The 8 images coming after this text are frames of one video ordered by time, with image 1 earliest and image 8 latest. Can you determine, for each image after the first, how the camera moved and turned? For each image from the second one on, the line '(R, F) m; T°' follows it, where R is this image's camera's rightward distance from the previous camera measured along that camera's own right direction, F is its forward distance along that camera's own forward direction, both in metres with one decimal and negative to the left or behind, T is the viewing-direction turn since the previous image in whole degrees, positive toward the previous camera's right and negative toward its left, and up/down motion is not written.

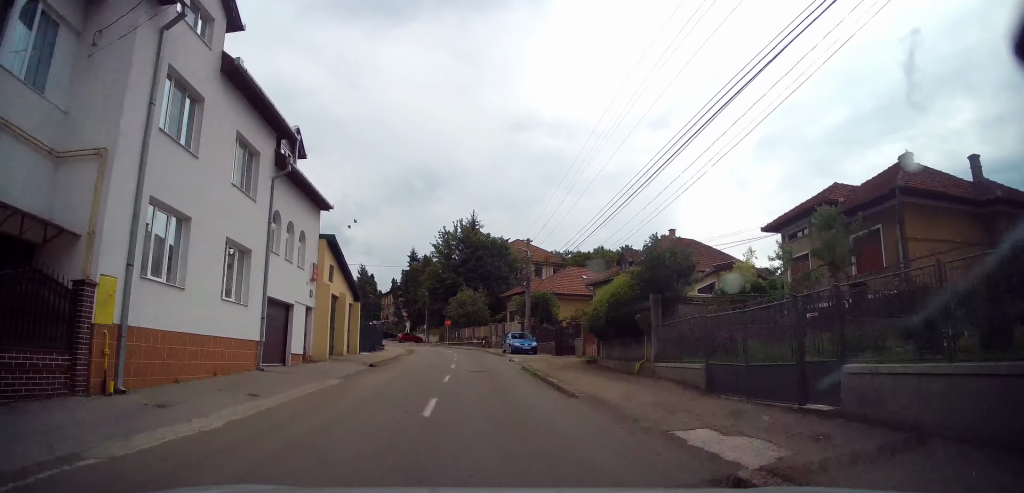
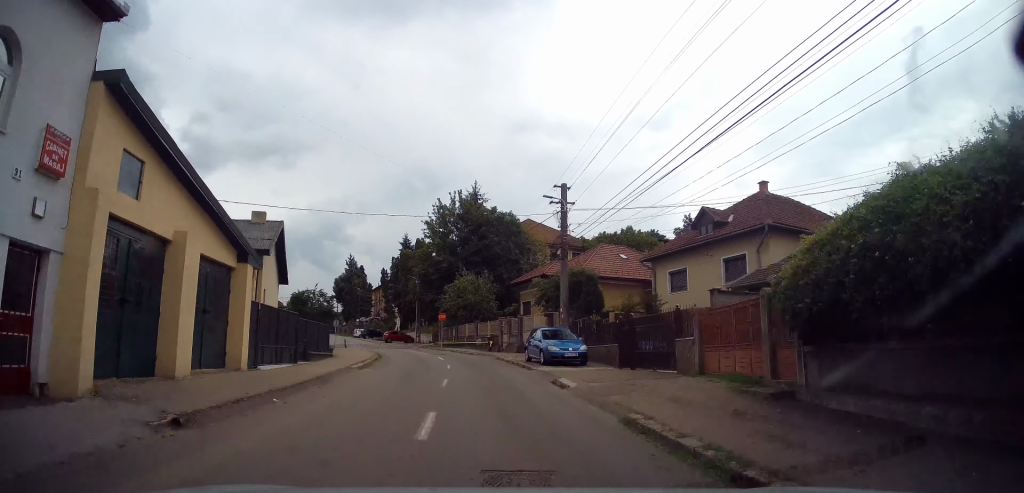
(0.0, +14.8) m; 0°
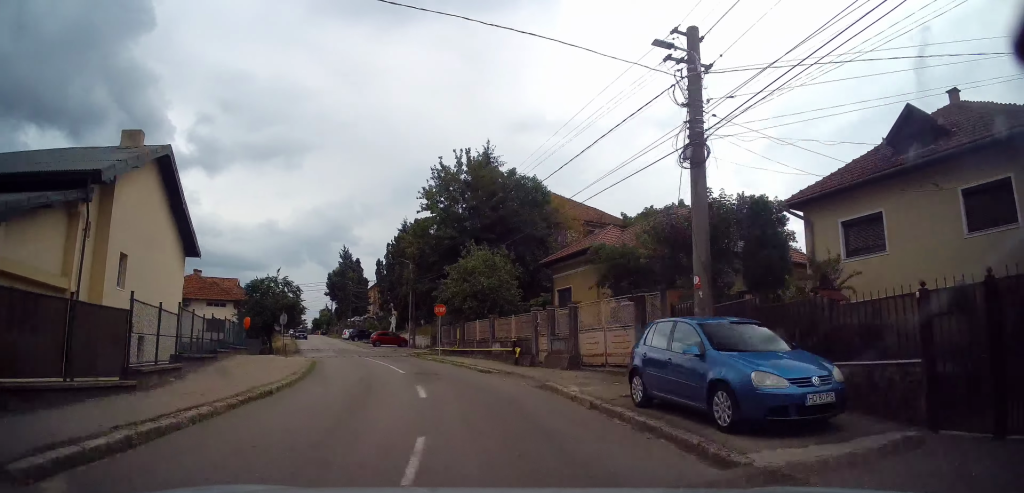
(0.0, +13.2) m; -2°
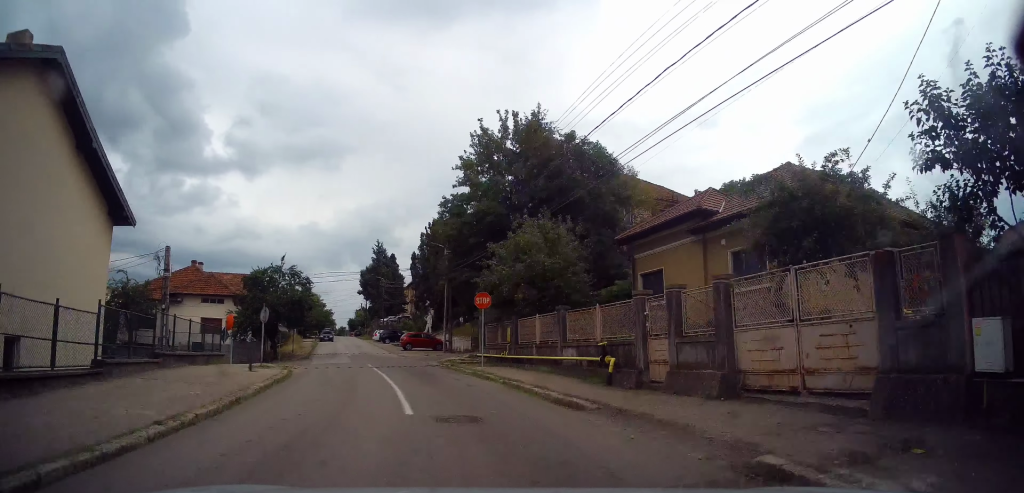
(-0.1, +7.7) m; -4°
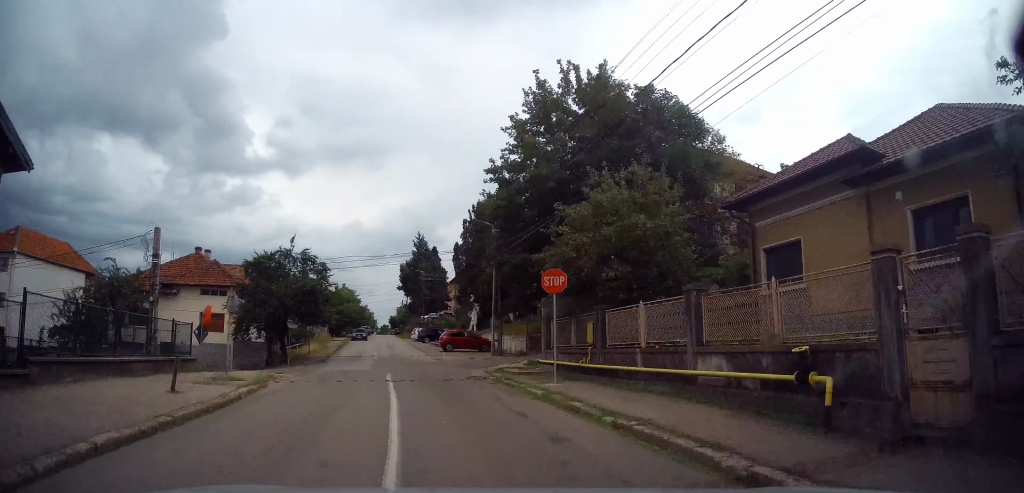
(-0.4, +6.0) m; -3°
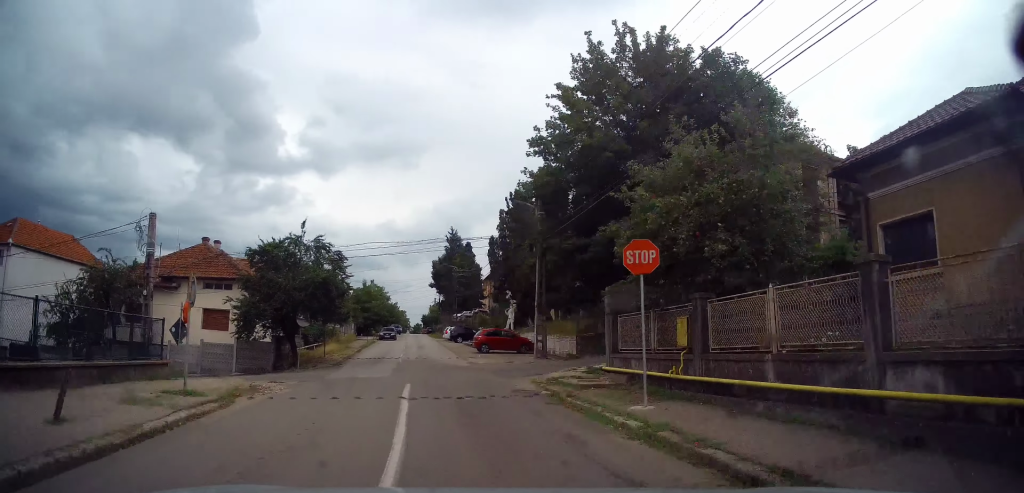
(-0.2, +4.0) m; -2°
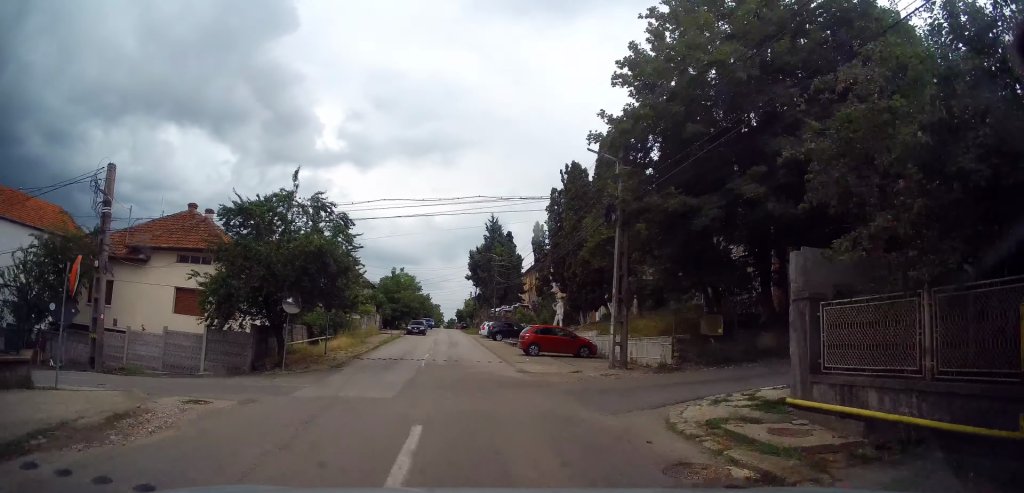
(+0.1, +6.8) m; -4°
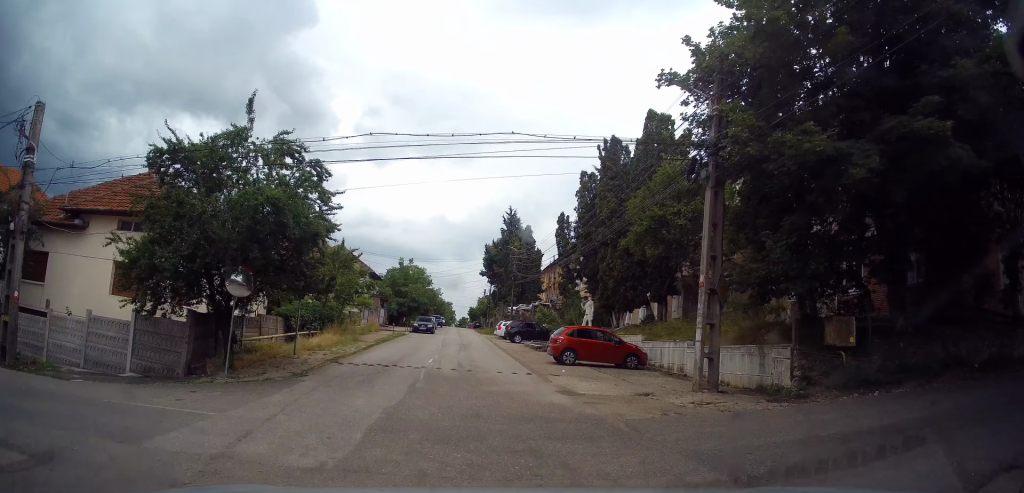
(-0.2, +6.5) m; +6°
